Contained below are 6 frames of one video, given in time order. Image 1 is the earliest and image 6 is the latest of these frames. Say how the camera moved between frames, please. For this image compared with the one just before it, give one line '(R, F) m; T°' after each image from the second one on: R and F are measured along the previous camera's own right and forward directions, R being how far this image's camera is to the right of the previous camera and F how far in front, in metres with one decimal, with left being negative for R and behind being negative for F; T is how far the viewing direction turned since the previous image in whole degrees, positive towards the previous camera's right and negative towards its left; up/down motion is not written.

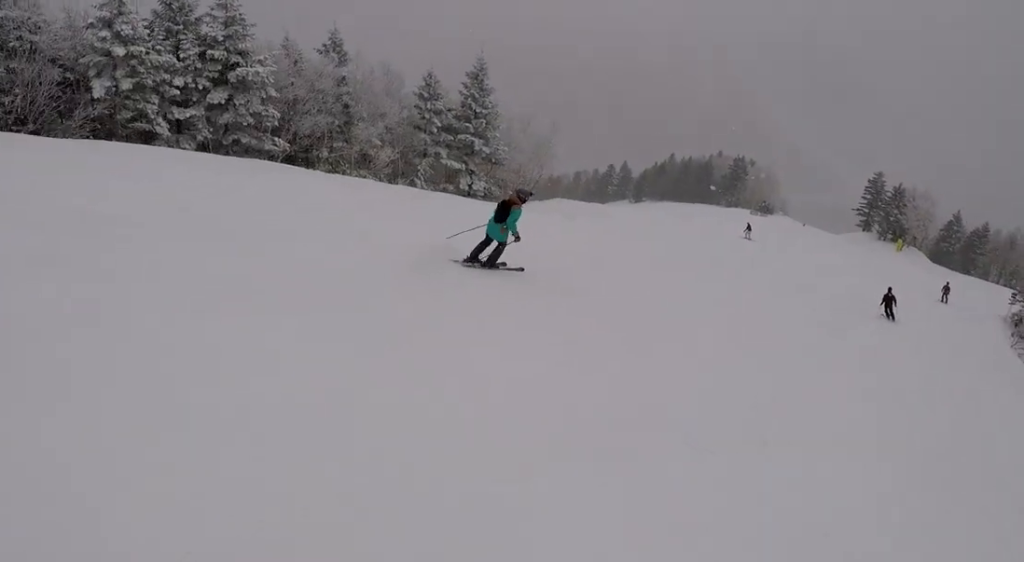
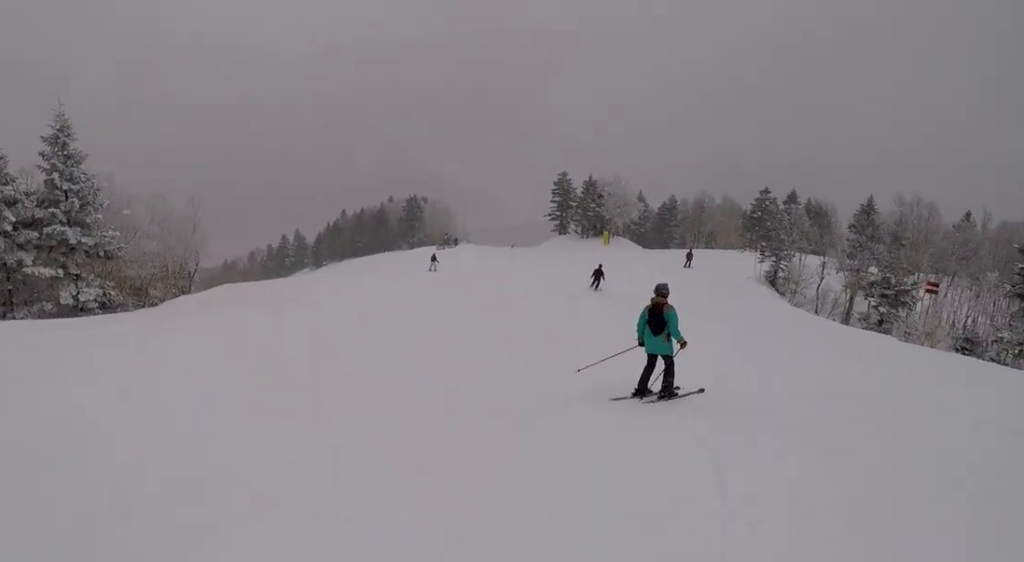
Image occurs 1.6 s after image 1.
(+0.7, +10.6) m; +12°
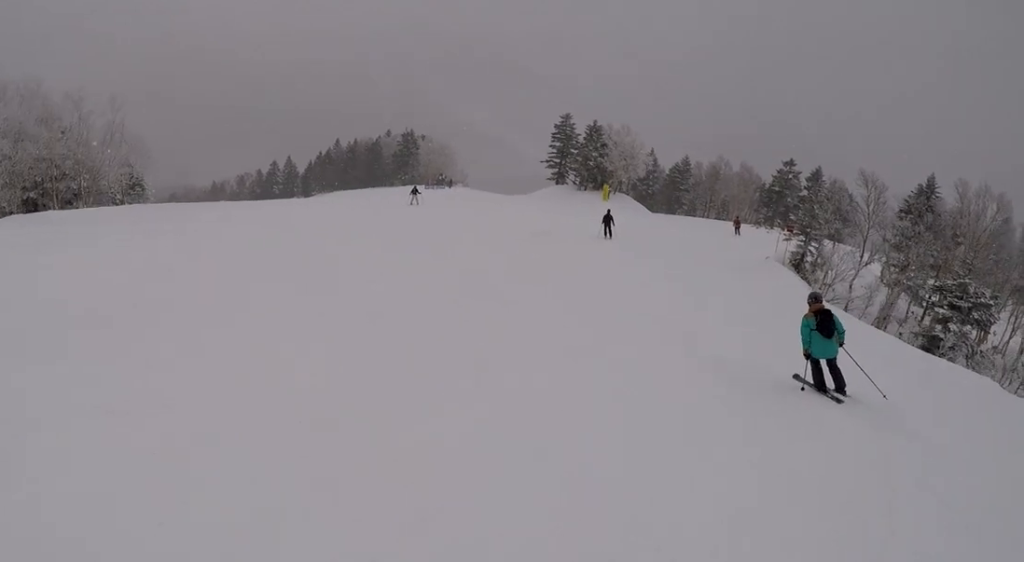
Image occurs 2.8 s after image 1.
(+0.8, +8.6) m; -3°
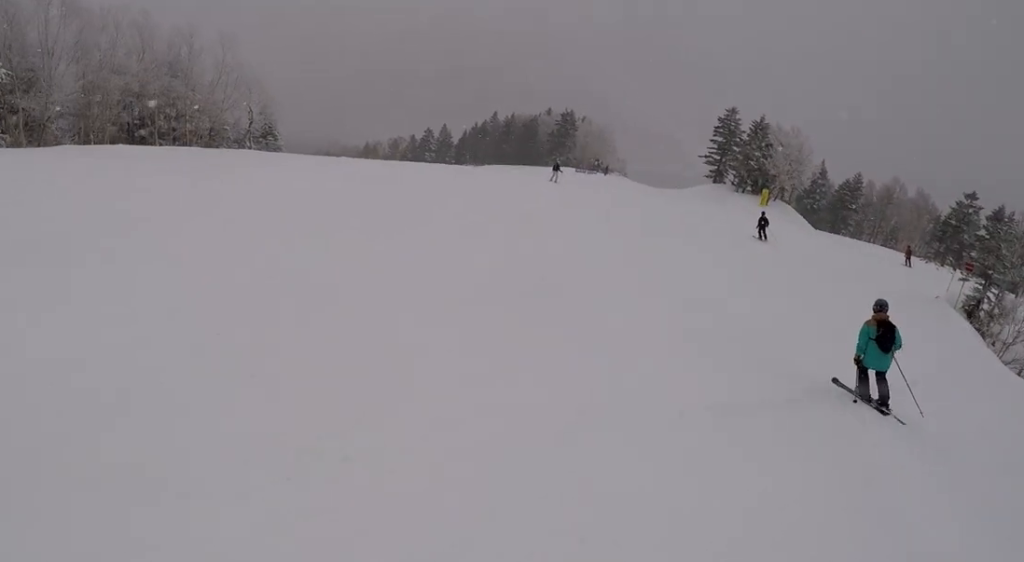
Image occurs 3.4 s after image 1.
(0.0, +4.5) m; -10°
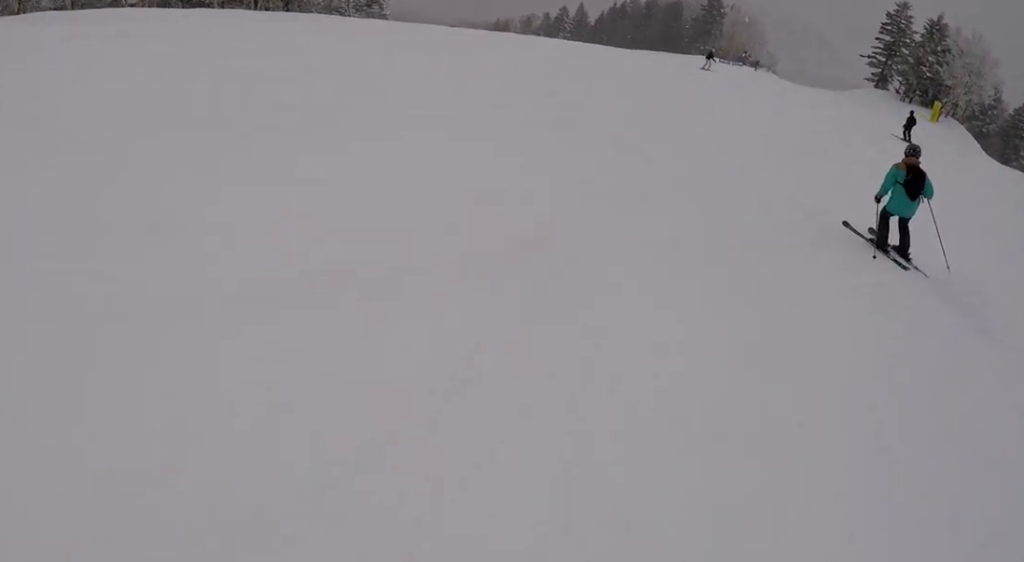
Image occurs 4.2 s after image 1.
(-1.0, +5.7) m; -5°
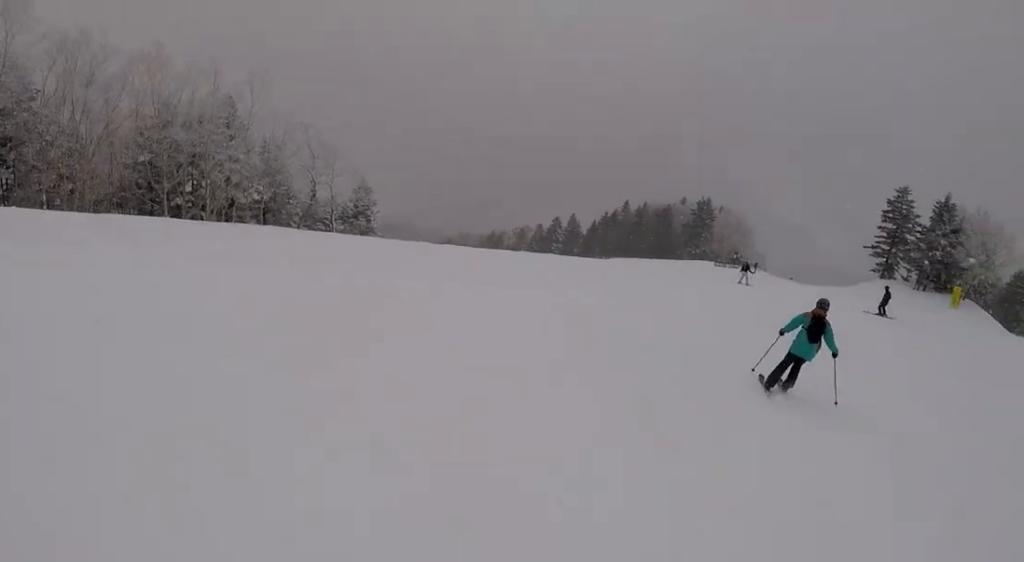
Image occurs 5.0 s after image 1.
(0.0, +6.2) m; +3°
